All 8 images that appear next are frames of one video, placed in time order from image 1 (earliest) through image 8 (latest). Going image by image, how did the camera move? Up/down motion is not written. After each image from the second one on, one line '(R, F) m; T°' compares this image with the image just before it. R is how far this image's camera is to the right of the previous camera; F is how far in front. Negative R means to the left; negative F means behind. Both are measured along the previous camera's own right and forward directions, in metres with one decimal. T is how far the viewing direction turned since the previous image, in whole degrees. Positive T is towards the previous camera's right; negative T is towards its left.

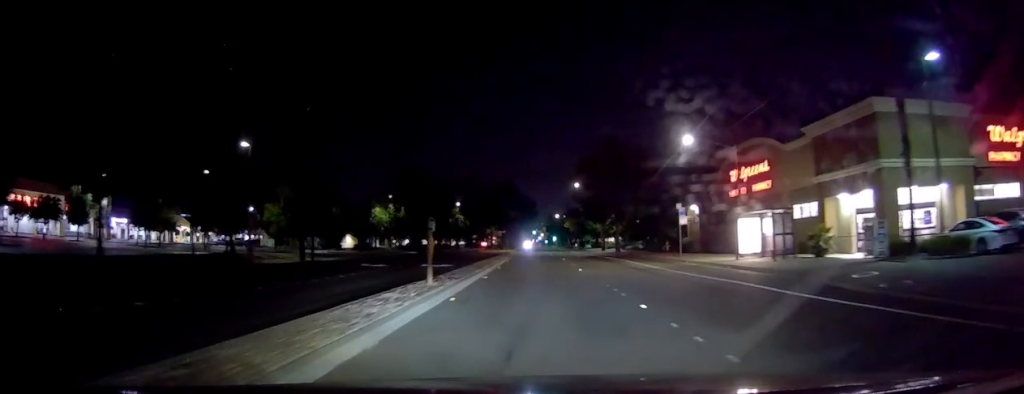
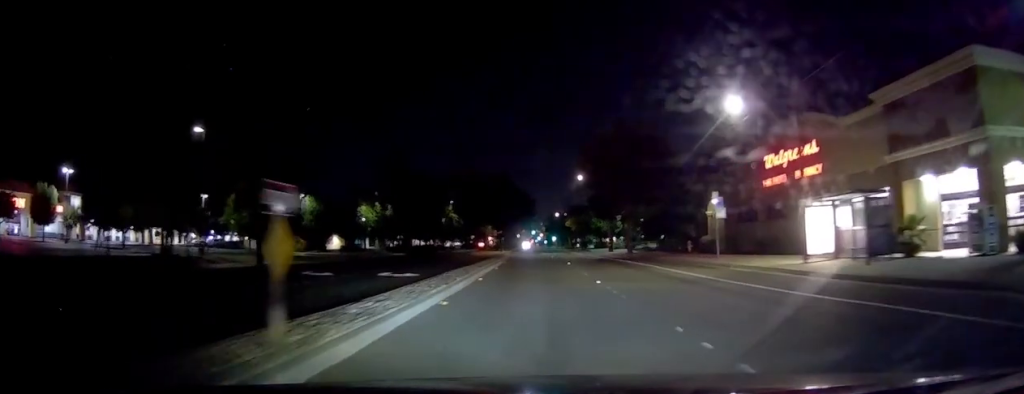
(+0.1, +7.2) m; +1°
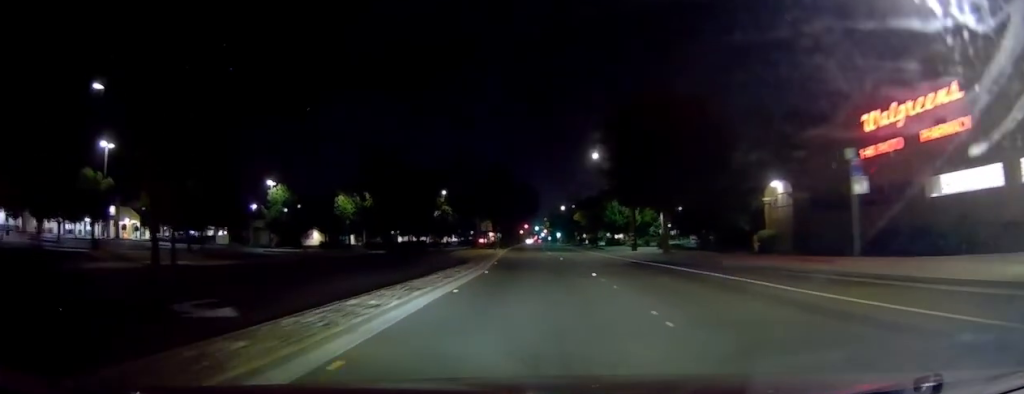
(+0.2, +12.2) m; 0°
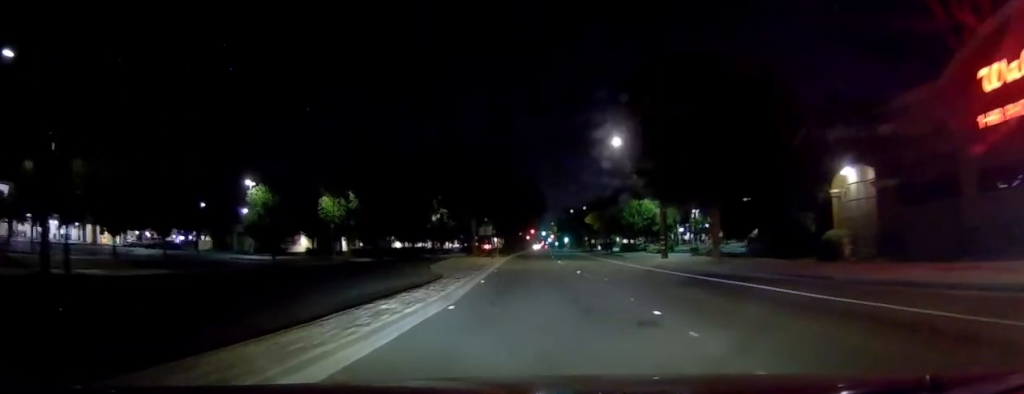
(-0.1, +8.6) m; 0°
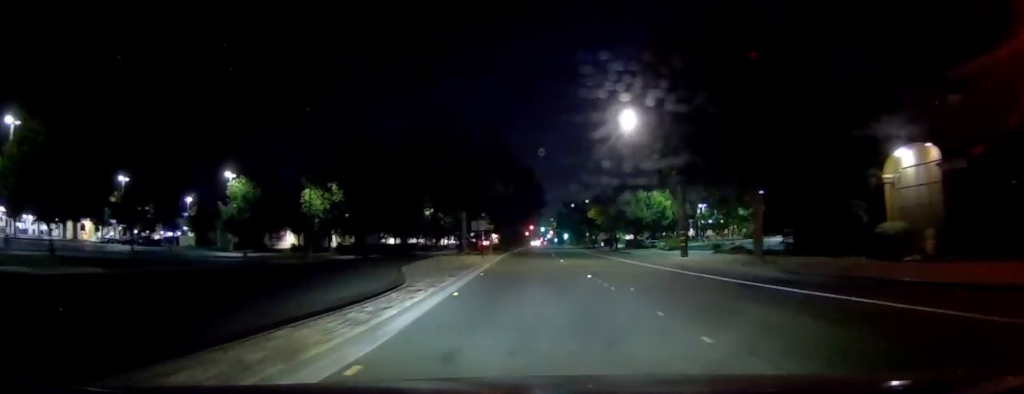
(0.0, +5.3) m; 0°
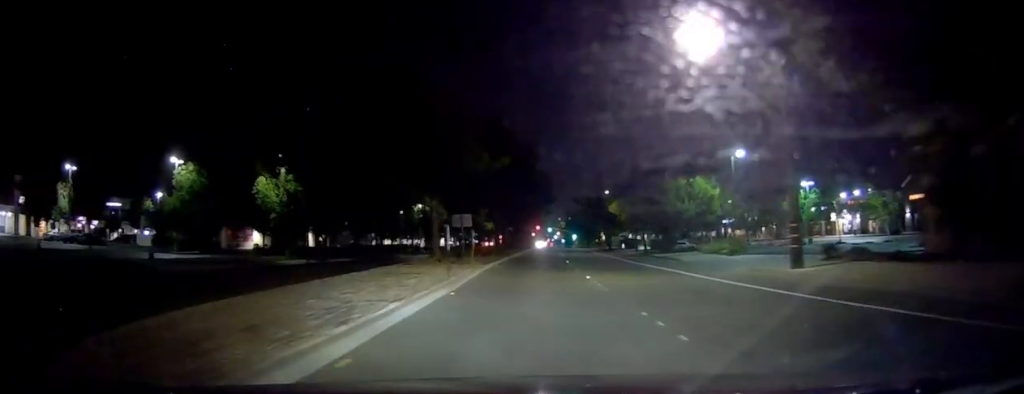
(+0.1, +13.9) m; 0°
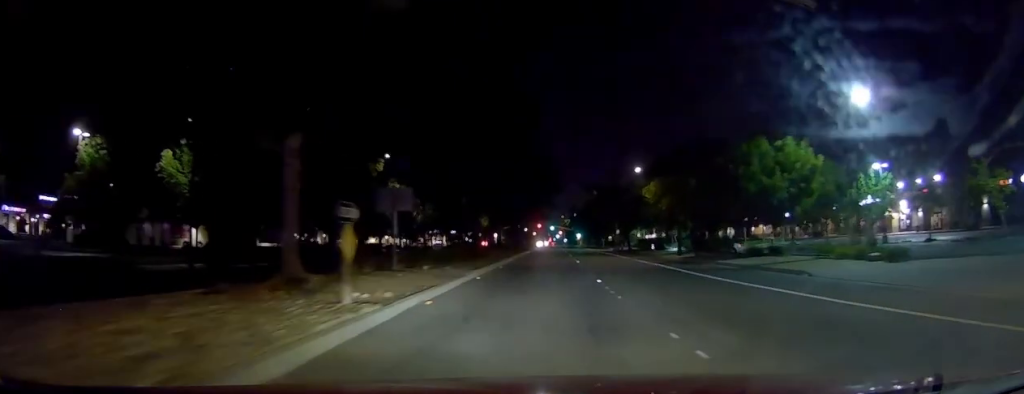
(-0.1, +17.0) m; -4°
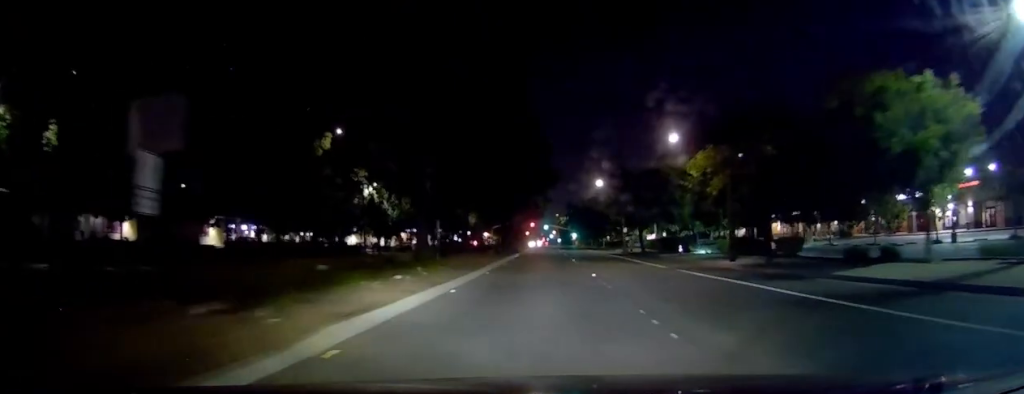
(-0.5, +12.4) m; +1°
